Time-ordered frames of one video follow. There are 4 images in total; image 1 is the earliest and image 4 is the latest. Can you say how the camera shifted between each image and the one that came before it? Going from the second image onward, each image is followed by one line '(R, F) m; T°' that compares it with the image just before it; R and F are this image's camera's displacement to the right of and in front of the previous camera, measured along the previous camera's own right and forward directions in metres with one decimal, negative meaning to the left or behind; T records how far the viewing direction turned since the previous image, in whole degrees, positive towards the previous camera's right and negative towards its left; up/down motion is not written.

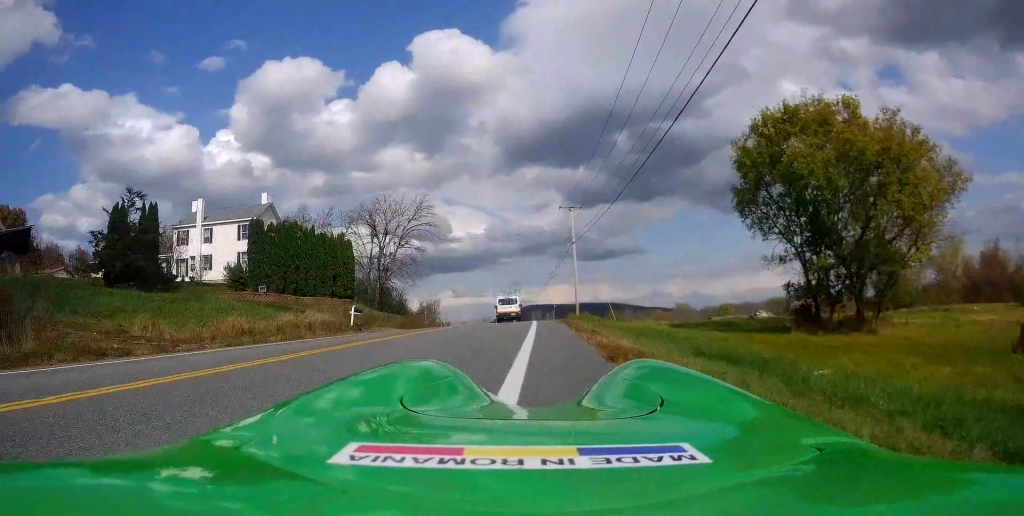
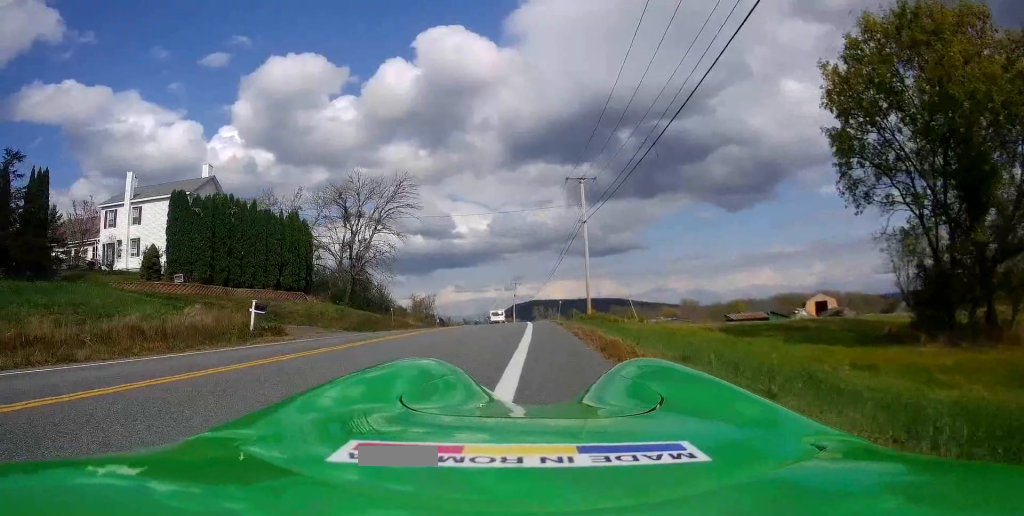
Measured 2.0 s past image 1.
(-0.4, +13.2) m; +1°
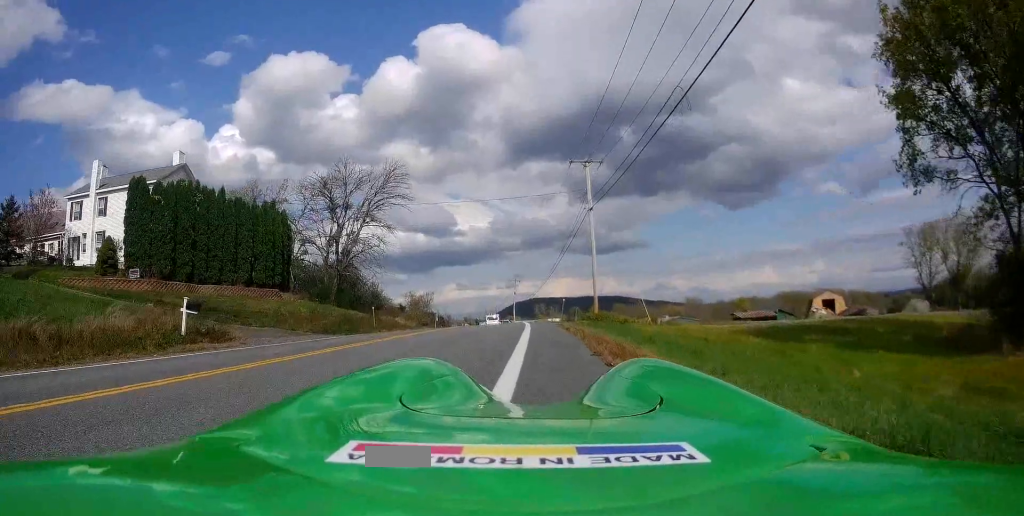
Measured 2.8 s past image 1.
(+0.5, +5.1) m; 0°
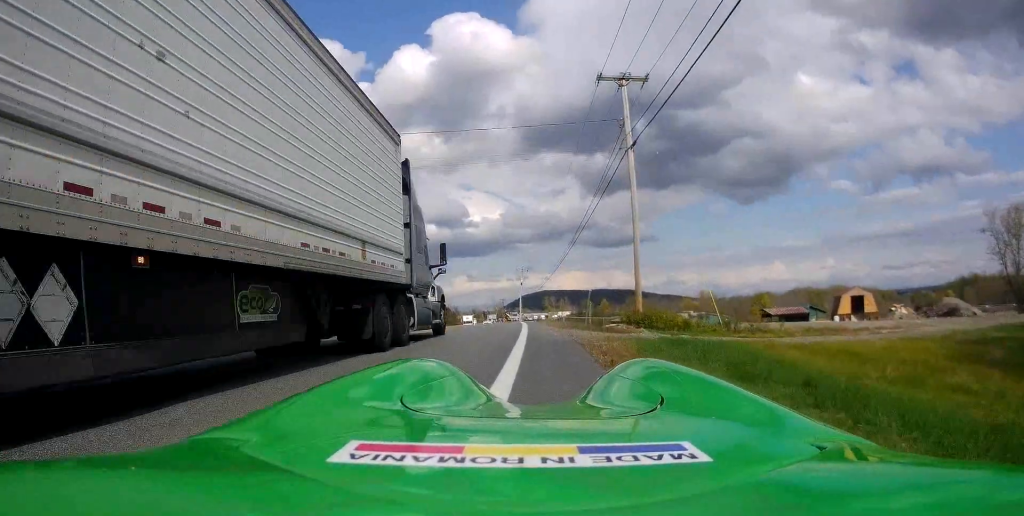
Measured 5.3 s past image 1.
(-0.4, +15.6) m; 0°
